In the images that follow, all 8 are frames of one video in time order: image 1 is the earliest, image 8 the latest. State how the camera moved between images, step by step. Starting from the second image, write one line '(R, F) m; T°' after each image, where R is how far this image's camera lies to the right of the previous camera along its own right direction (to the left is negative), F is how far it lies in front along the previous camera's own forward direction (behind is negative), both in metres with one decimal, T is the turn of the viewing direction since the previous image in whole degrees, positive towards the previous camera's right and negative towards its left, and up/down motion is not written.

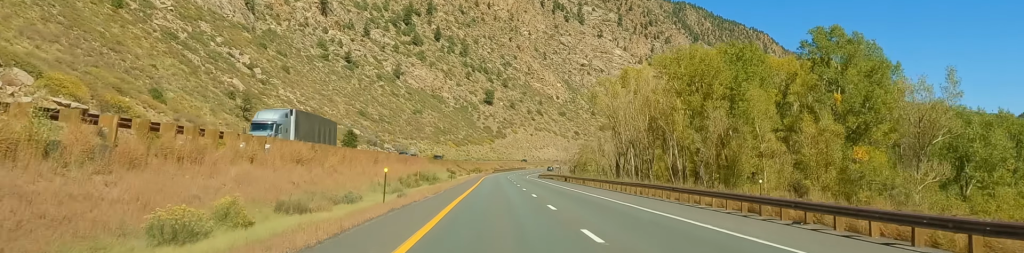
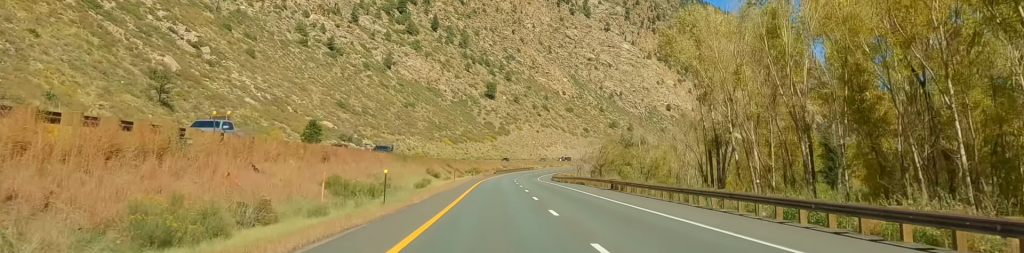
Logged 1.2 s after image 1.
(0.0, +40.0) m; +1°
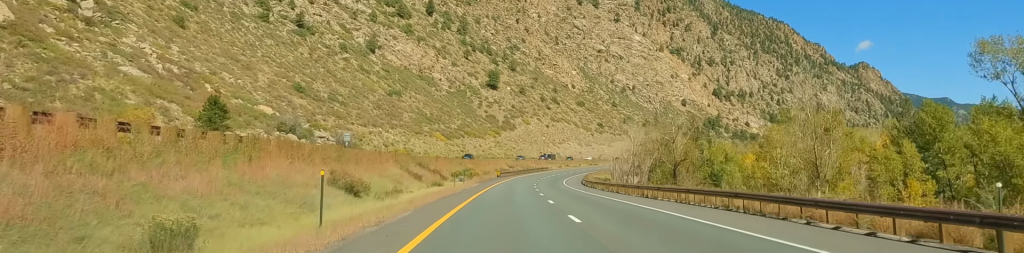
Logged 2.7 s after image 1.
(-0.1, +52.6) m; +1°
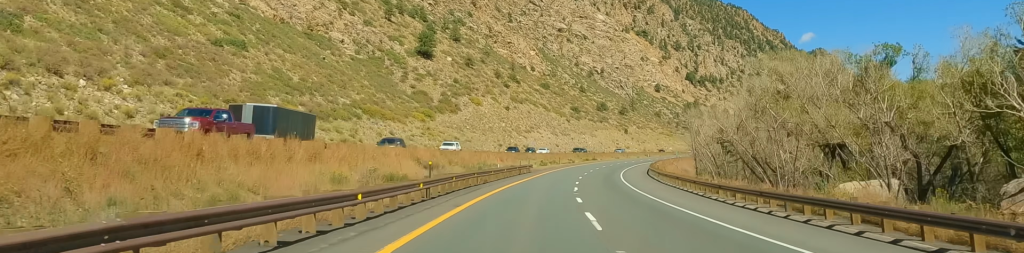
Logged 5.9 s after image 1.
(+5.9, +109.1) m; +8°
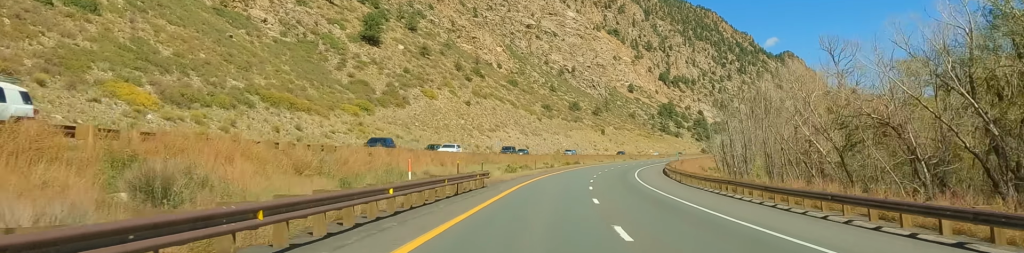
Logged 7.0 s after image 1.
(+1.2, +36.4) m; +3°
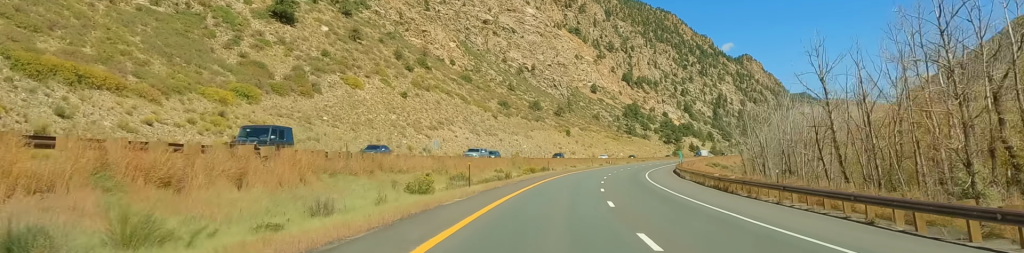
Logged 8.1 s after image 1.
(+0.6, +38.8) m; +4°
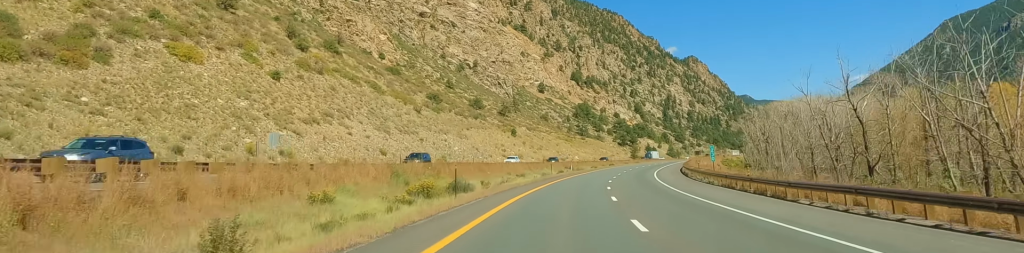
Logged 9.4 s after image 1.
(+2.7, +45.7) m; +4°
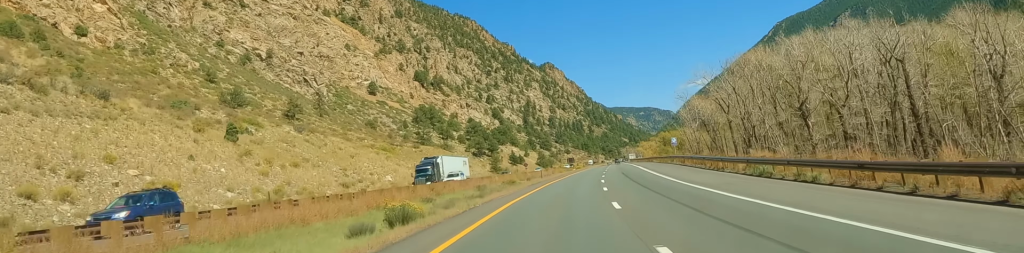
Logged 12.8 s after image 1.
(+9.4, +116.7) m; +9°
